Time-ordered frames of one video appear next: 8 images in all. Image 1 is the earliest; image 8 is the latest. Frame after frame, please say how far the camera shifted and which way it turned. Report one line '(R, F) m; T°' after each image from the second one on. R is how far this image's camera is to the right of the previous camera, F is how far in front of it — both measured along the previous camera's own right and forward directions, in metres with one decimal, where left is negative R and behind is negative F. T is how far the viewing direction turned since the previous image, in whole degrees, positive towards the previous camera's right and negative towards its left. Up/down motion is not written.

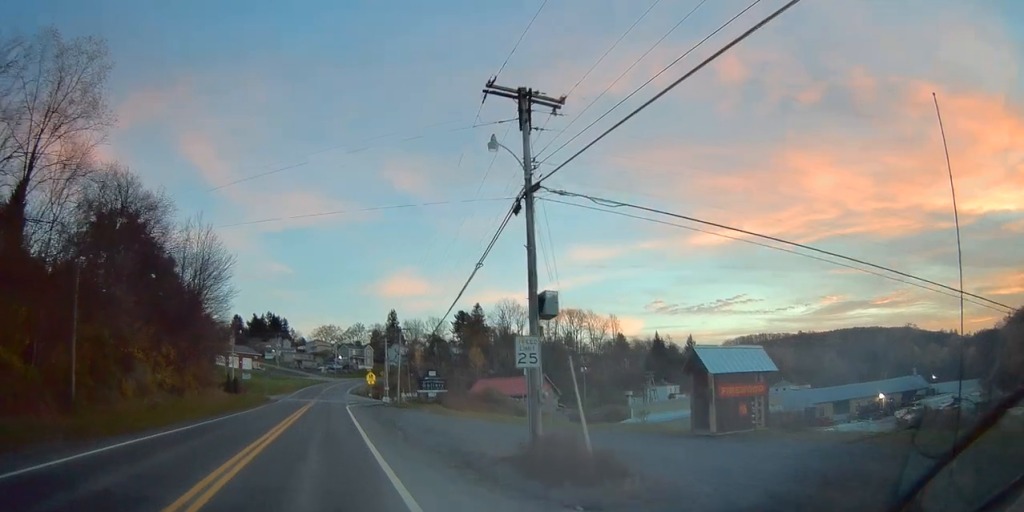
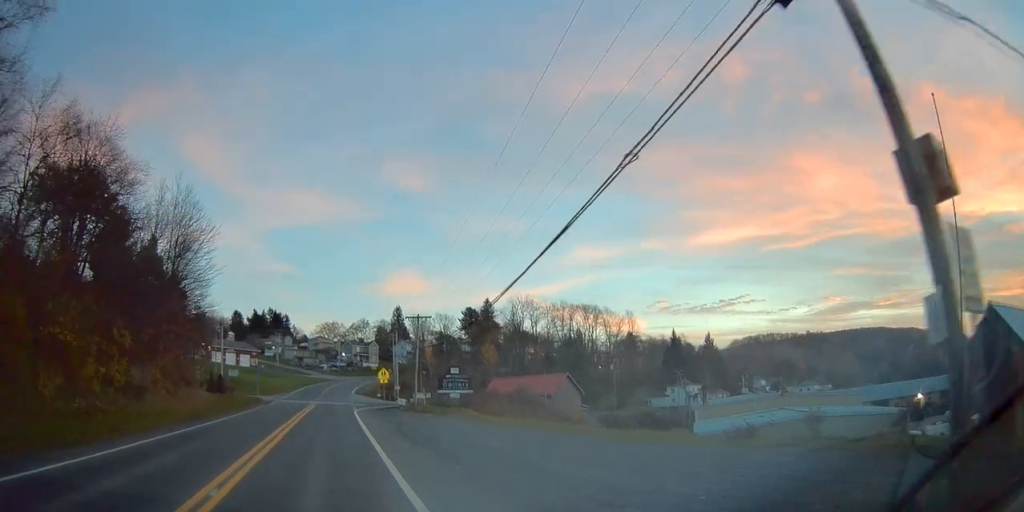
(-0.2, +10.8) m; -1°
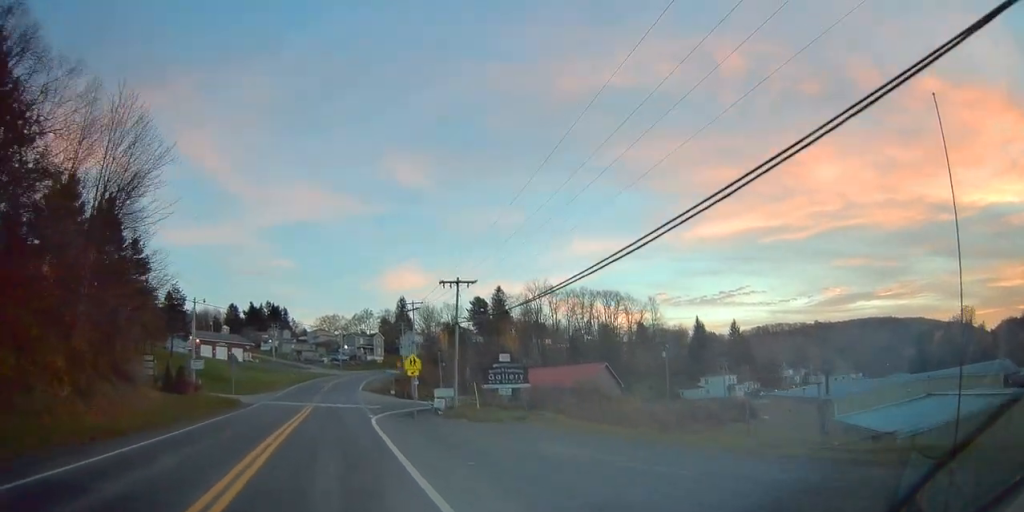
(0.0, +16.1) m; +2°
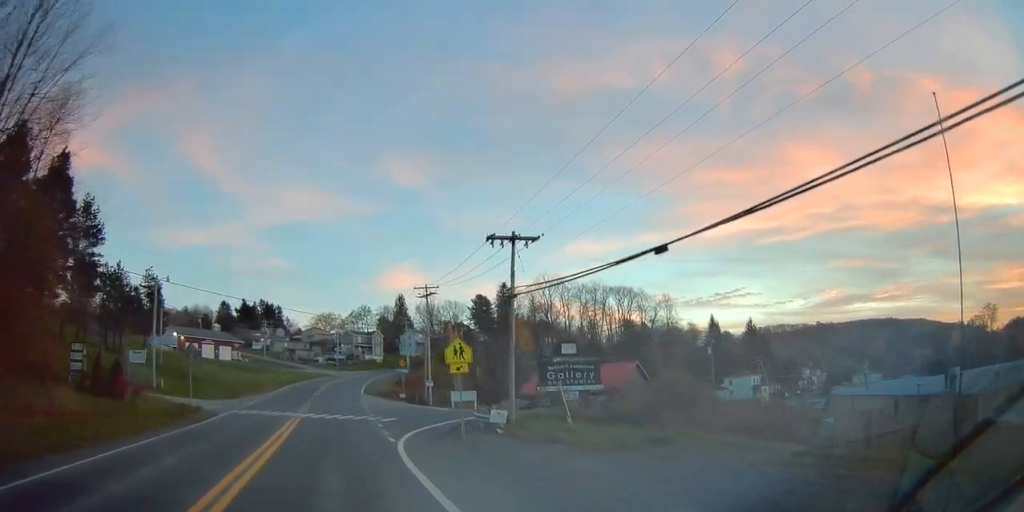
(+0.3, +12.2) m; 0°
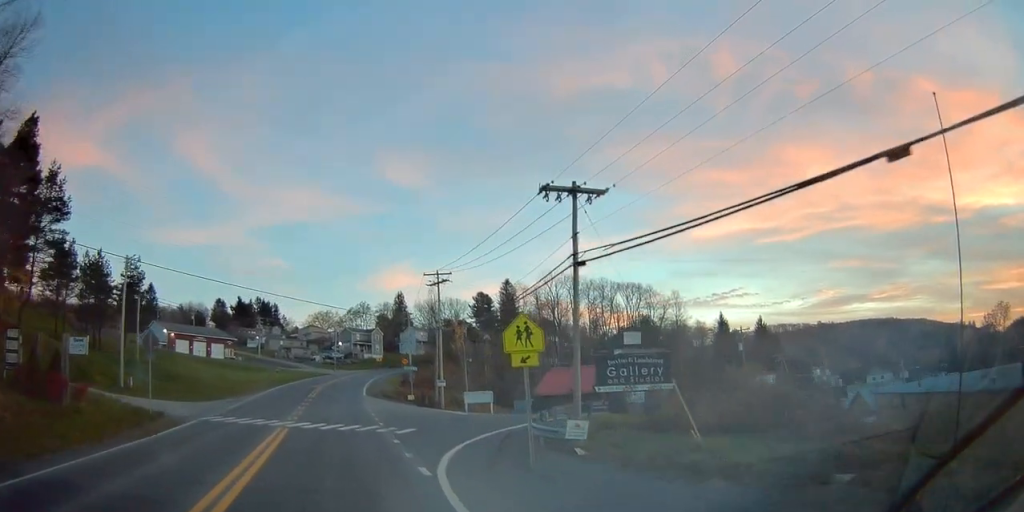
(-0.2, +6.9) m; -1°
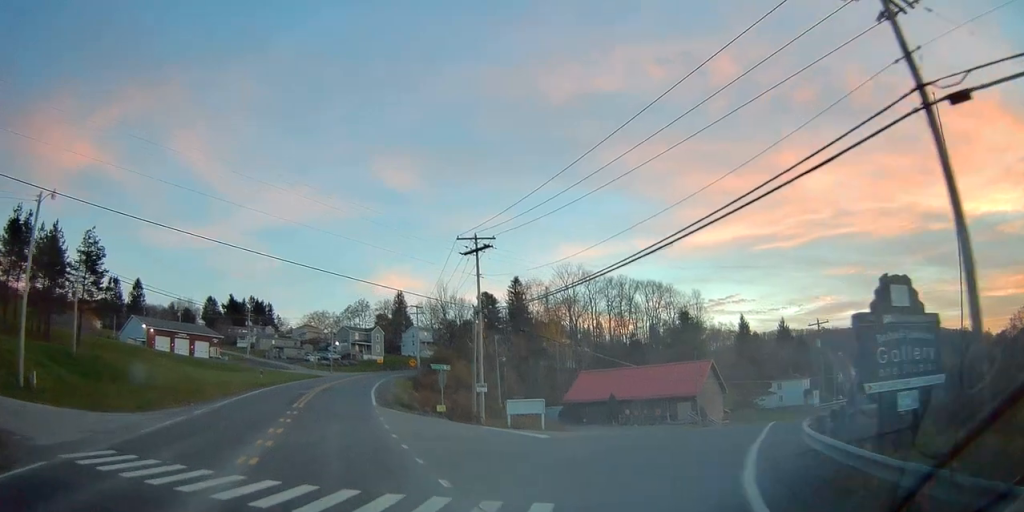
(-0.1, +13.2) m; 0°
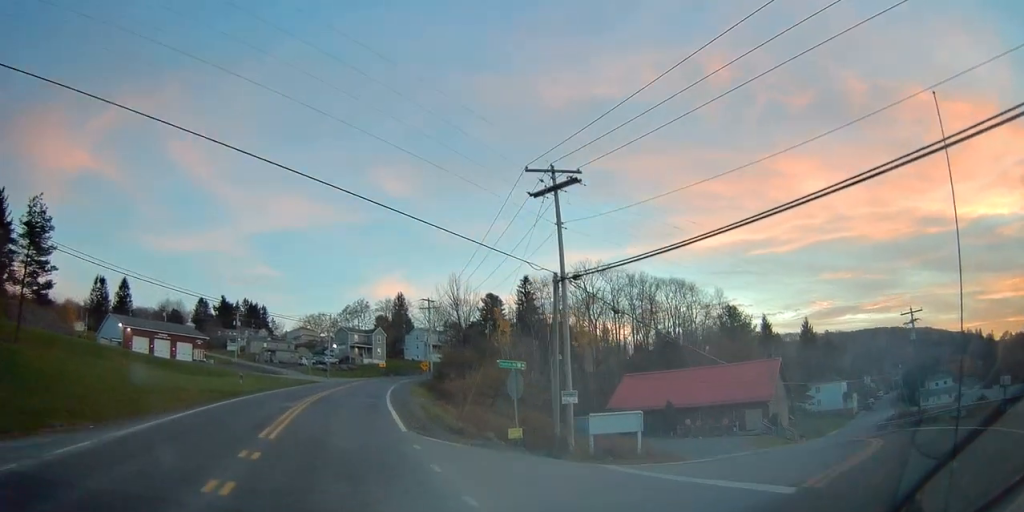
(0.0, +13.1) m; +2°
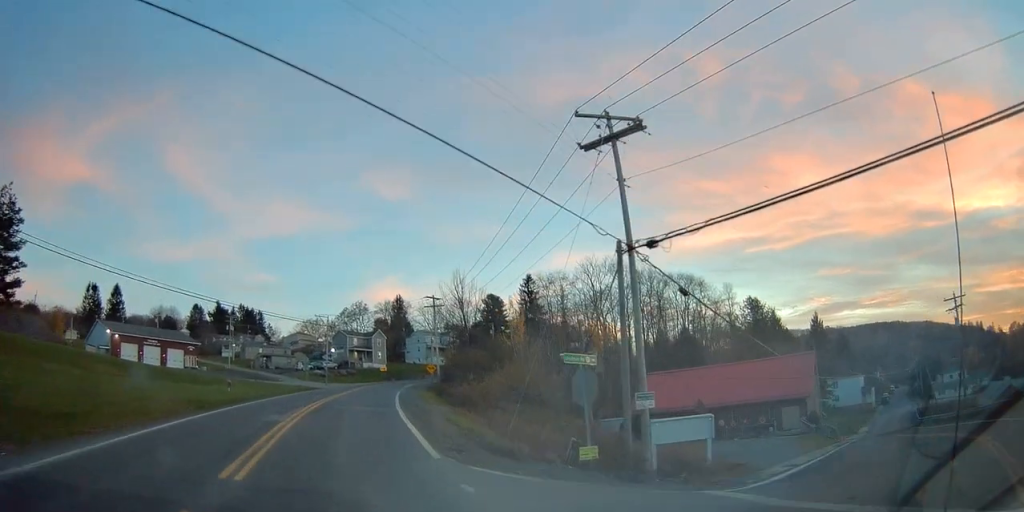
(0.0, +5.6) m; 0°
